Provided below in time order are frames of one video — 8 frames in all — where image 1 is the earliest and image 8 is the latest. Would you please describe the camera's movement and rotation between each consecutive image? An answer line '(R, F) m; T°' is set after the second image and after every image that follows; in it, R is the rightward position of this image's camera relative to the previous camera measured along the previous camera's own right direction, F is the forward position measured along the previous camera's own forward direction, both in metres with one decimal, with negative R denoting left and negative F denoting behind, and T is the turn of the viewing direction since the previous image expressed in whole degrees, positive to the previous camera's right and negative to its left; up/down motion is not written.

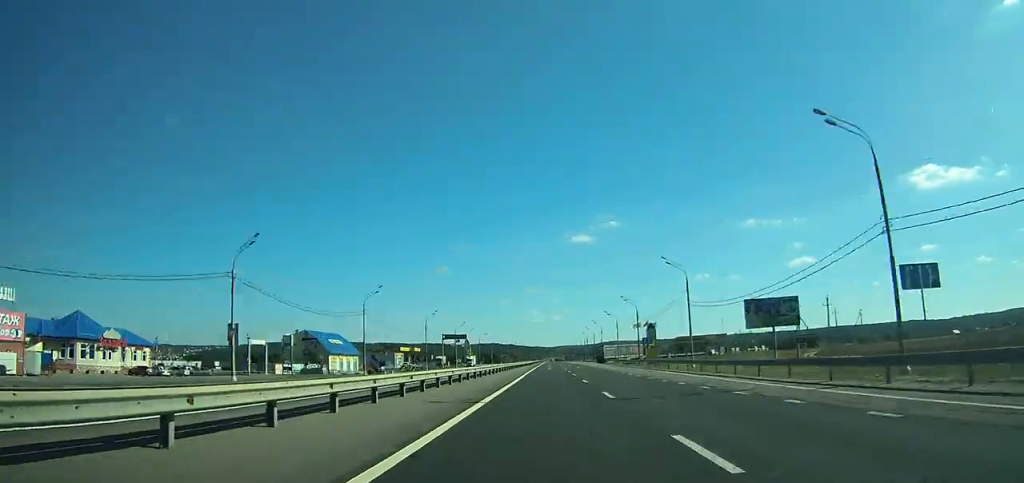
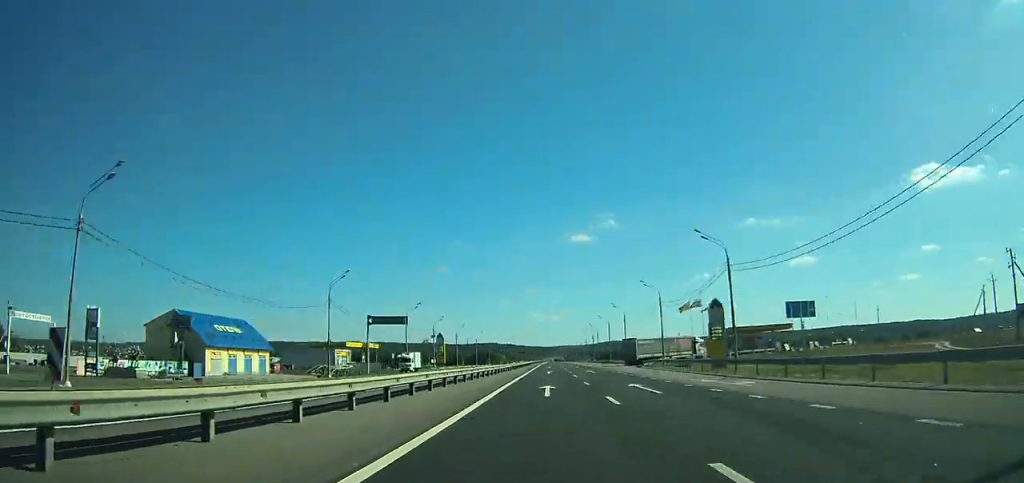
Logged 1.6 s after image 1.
(+0.2, +49.0) m; 0°
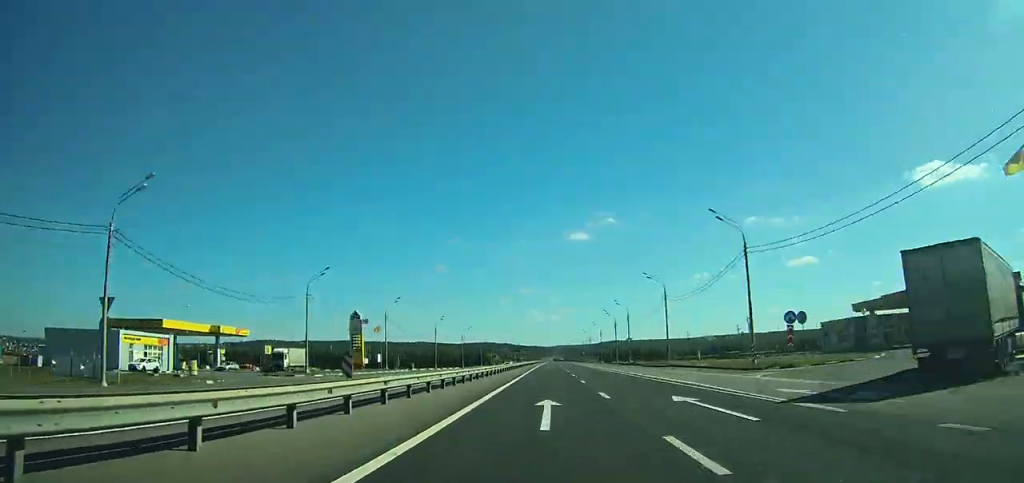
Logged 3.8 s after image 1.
(+0.2, +68.3) m; 0°
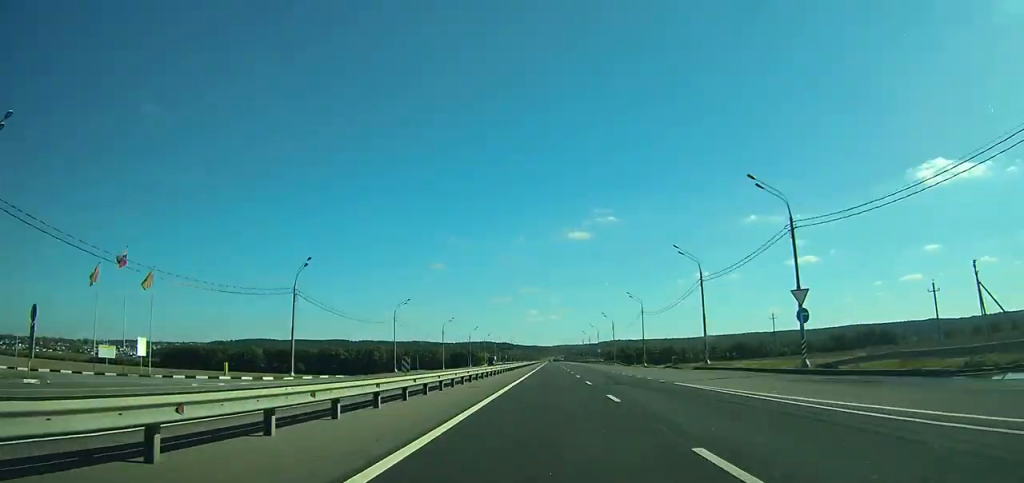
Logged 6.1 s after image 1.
(-0.1, +74.9) m; 0°
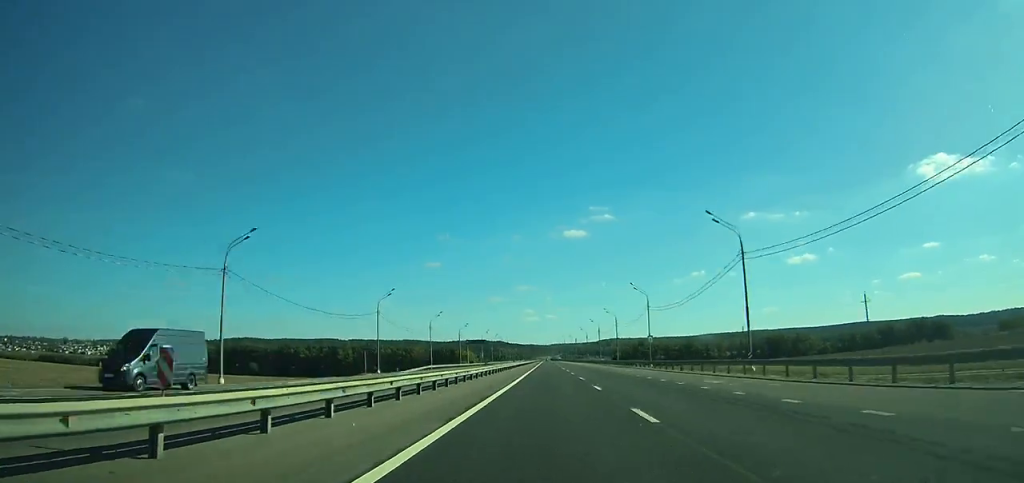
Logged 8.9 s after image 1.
(+0.3, +91.5) m; 0°
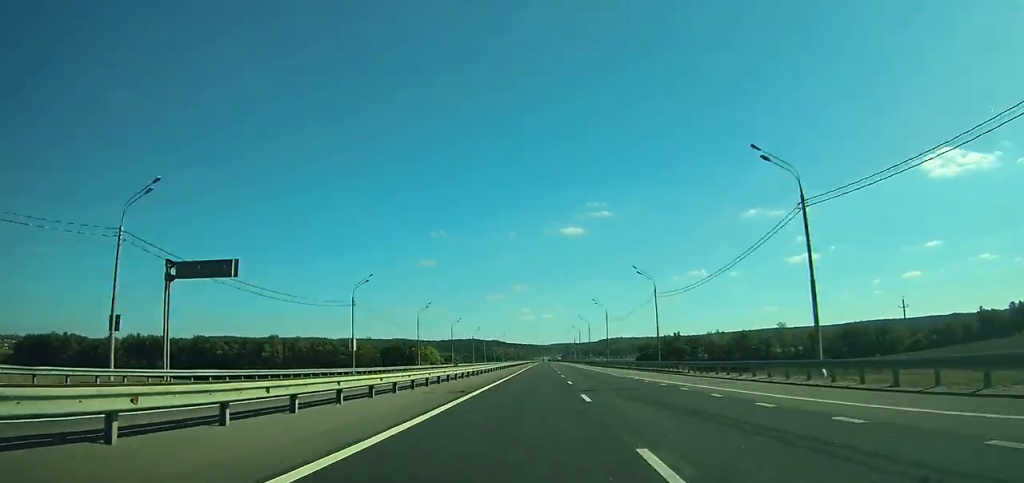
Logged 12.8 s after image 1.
(+0.3, +125.1) m; 0°
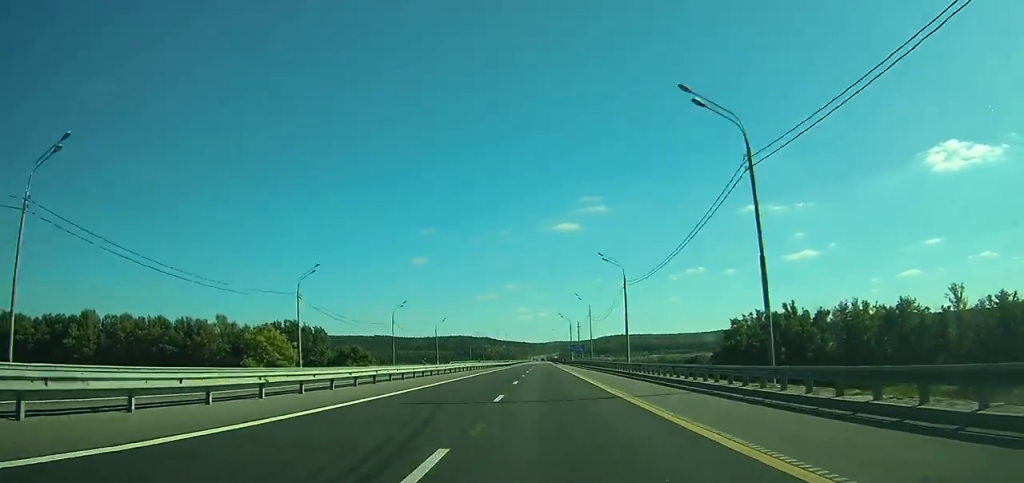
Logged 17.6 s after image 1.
(+0.4, +150.1) m; 0°
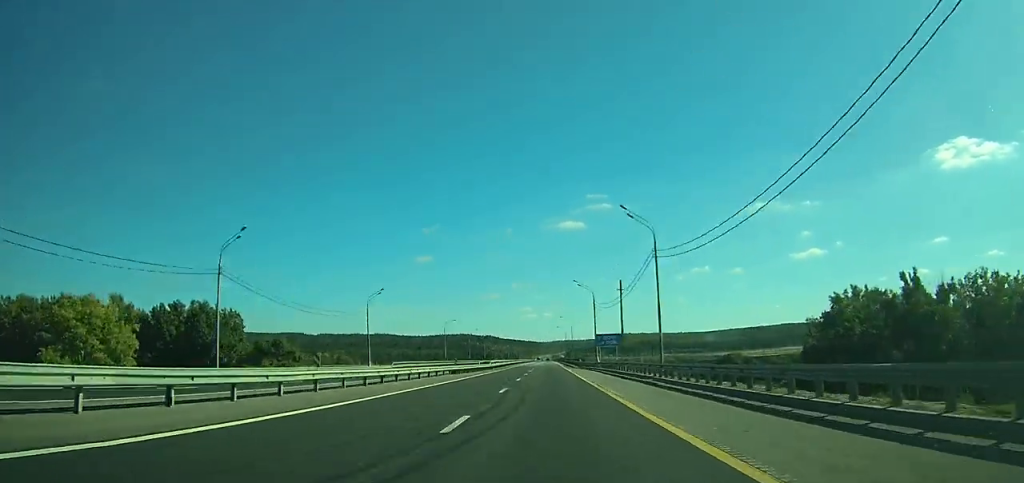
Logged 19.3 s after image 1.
(-0.1, +54.4) m; 0°
